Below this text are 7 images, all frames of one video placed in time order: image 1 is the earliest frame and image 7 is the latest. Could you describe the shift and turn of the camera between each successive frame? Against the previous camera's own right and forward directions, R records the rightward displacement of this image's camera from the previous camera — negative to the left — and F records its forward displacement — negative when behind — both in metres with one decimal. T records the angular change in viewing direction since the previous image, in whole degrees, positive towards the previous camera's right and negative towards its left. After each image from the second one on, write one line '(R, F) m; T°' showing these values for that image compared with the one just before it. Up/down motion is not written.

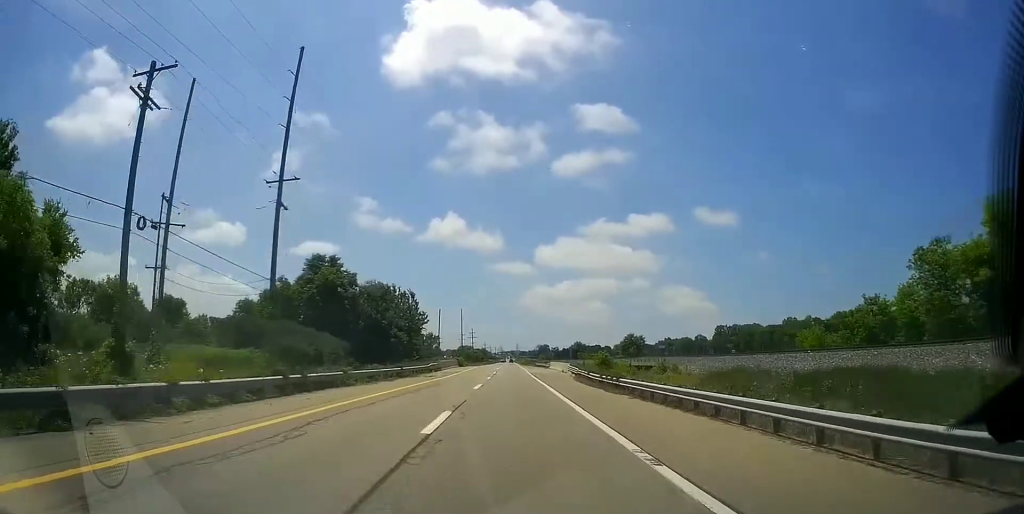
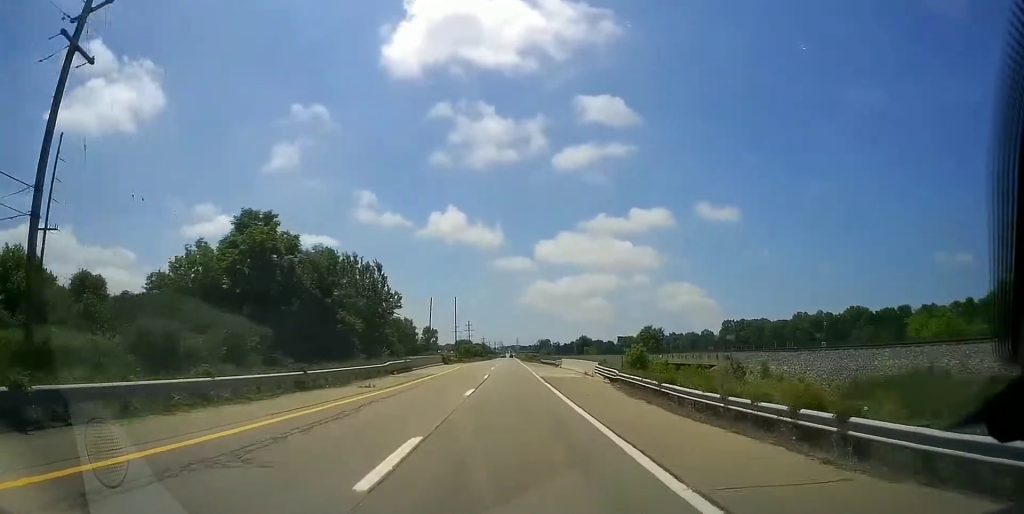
(-0.1, +20.3) m; -1°
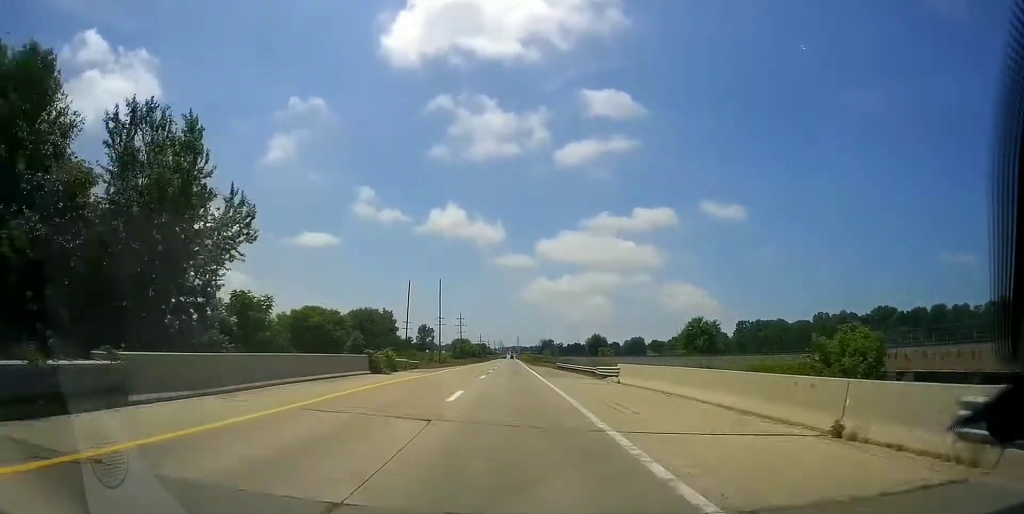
(-0.1, +36.3) m; +1°
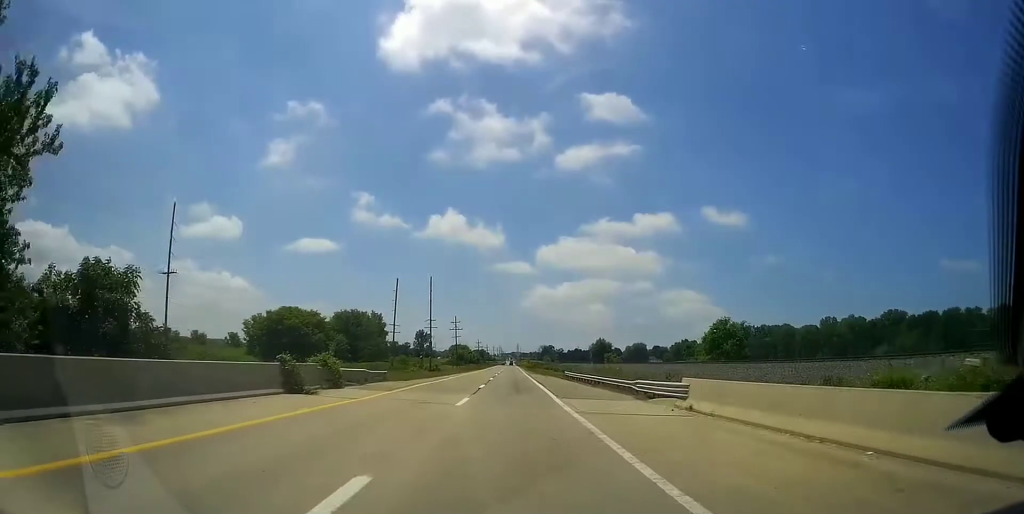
(0.0, +13.3) m; +1°
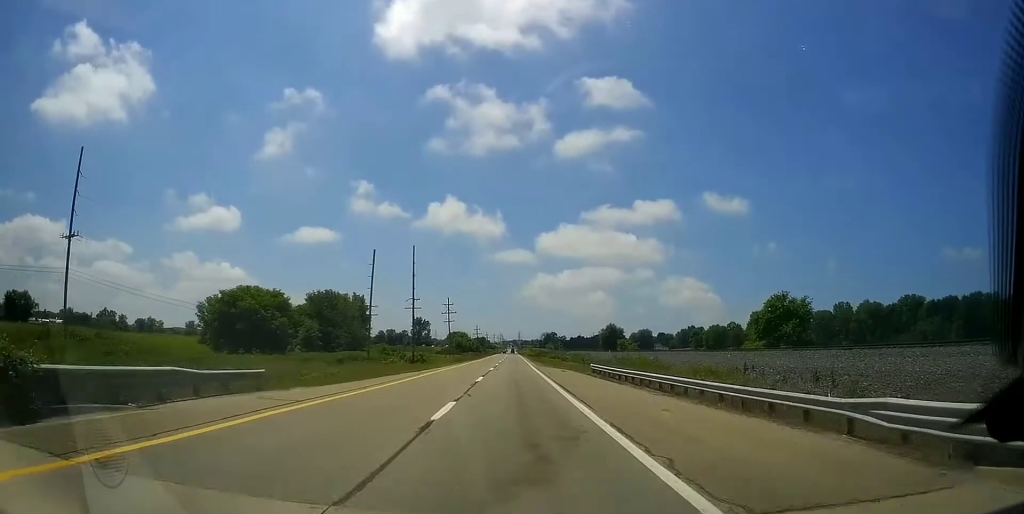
(+0.3, +20.3) m; 0°
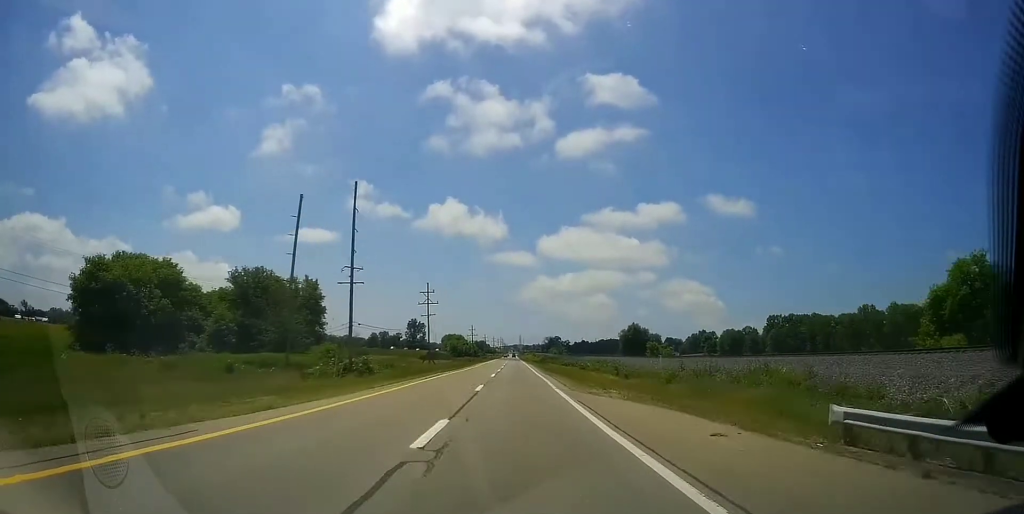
(-0.3, +34.5) m; -1°
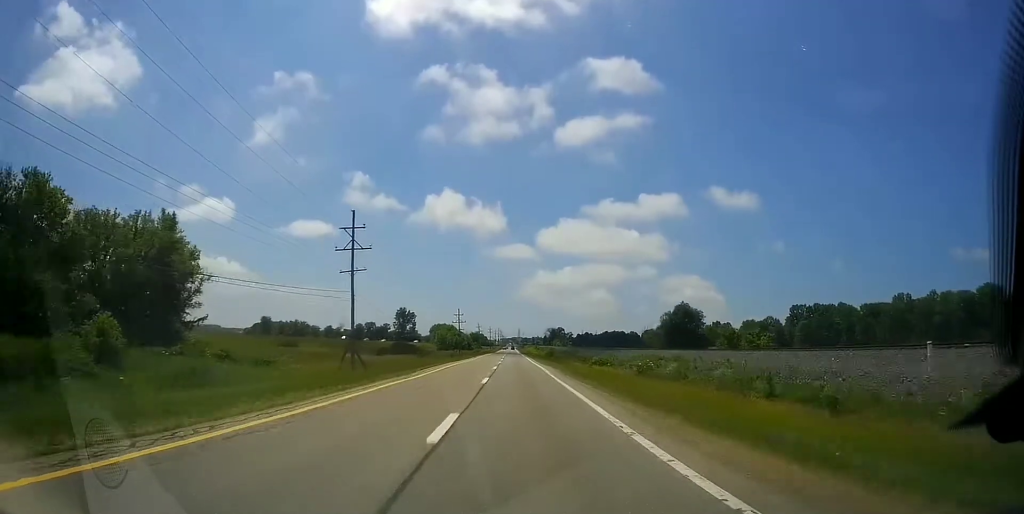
(-0.4, +46.2) m; -1°
